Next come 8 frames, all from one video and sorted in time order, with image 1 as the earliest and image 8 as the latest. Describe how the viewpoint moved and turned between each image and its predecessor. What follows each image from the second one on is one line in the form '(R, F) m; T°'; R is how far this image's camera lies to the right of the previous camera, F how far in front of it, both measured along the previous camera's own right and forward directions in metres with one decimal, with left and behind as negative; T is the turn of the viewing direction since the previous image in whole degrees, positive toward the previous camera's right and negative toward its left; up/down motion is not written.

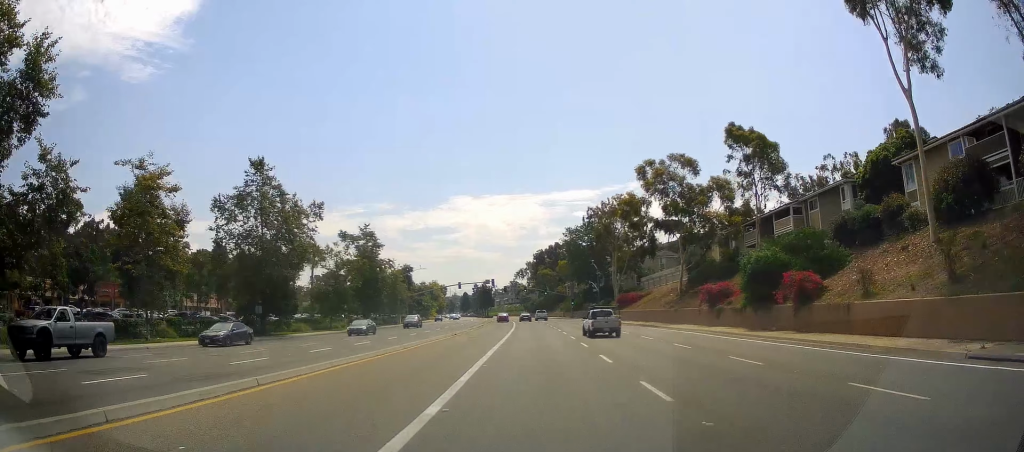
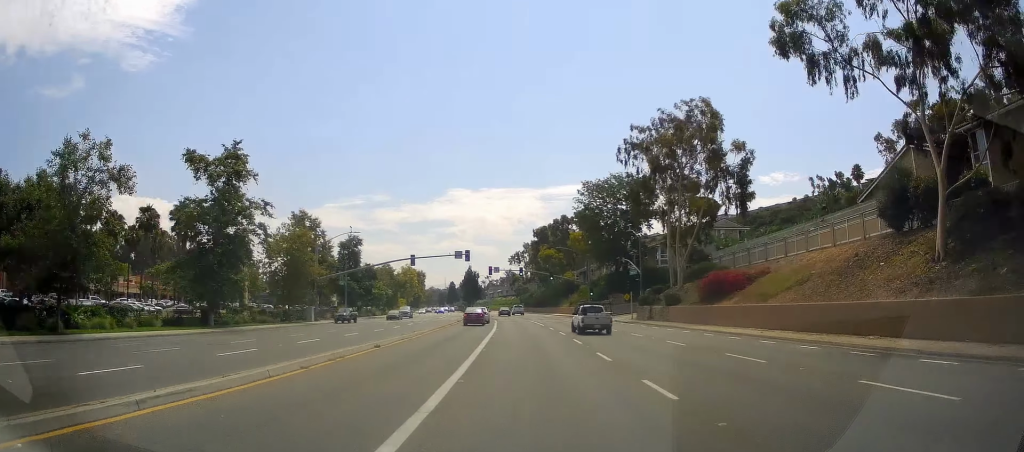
(+0.8, +48.9) m; +1°
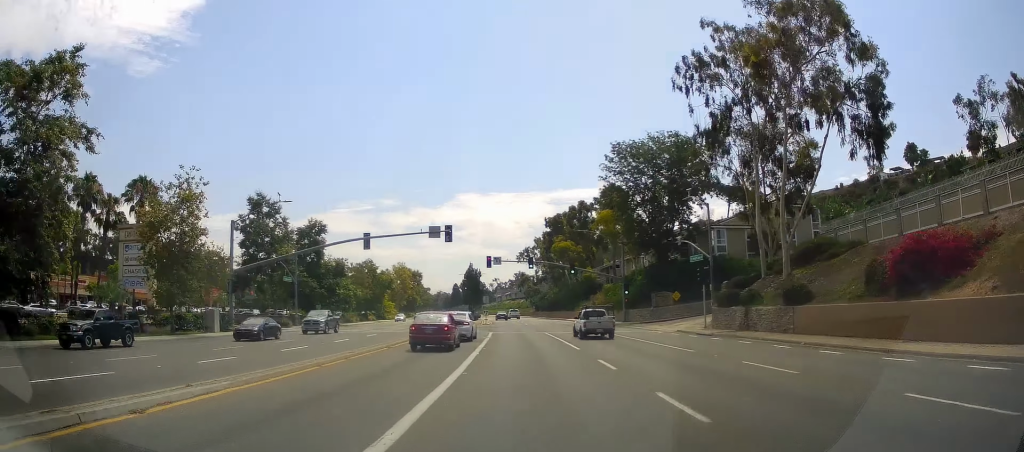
(+0.3, +27.6) m; -1°
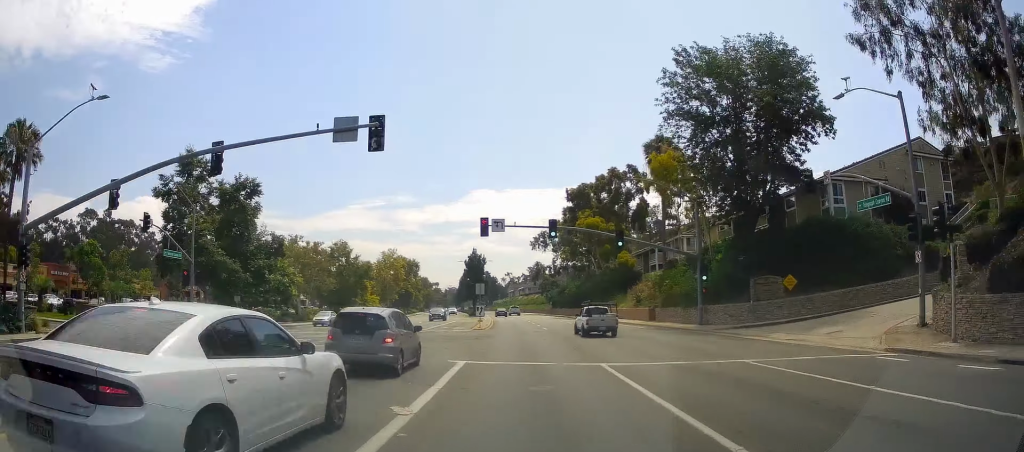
(-0.7, +29.0) m; -2°
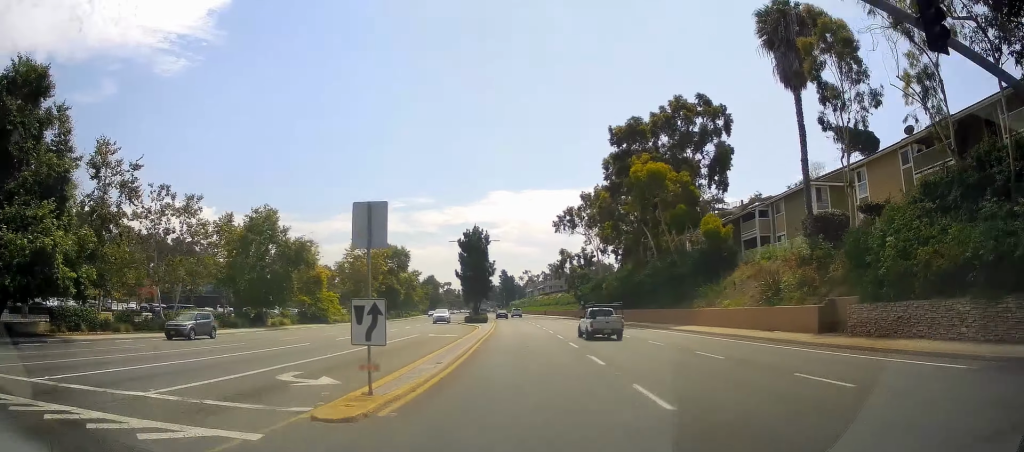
(-0.7, +35.9) m; -2°
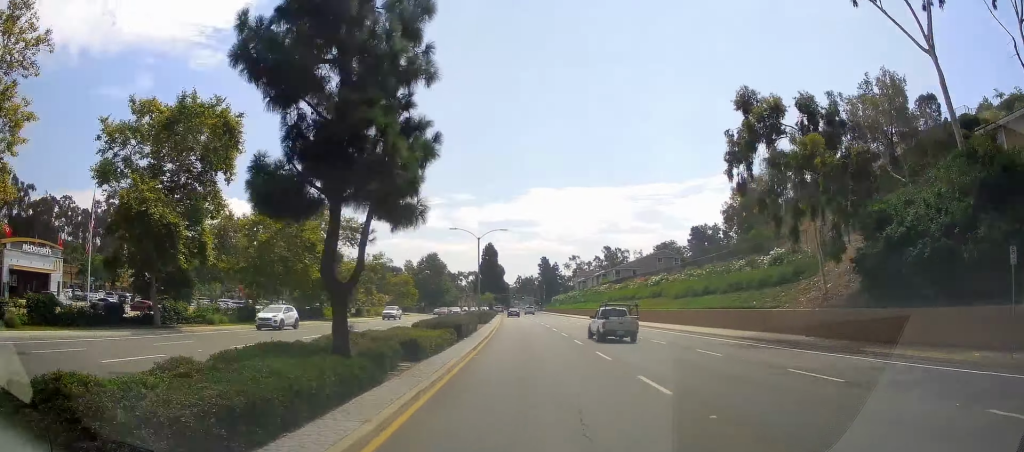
(-3.2, +82.6) m; -4°
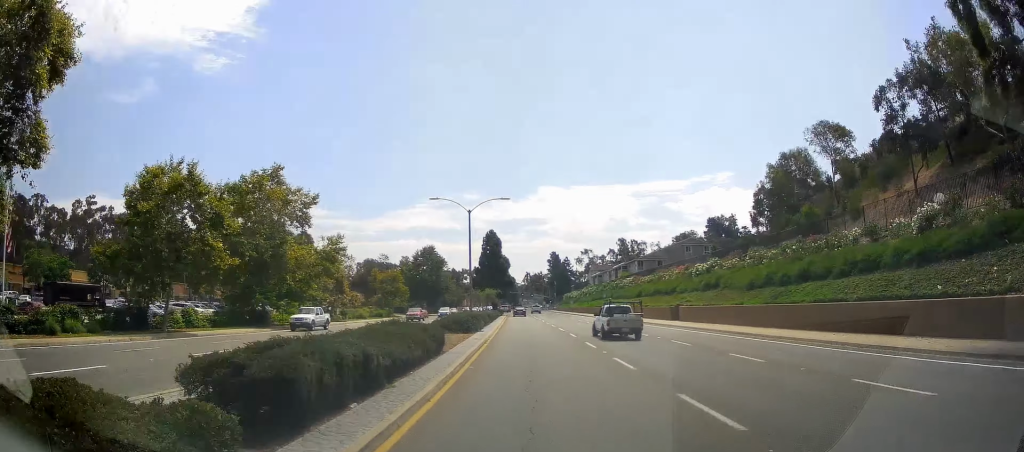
(-0.1, +17.7) m; -1°
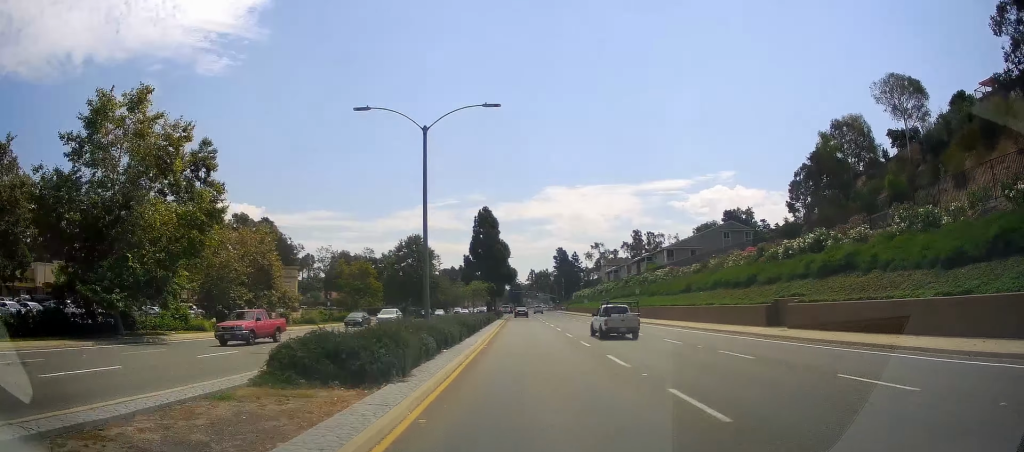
(-0.1, +21.1) m; 0°
